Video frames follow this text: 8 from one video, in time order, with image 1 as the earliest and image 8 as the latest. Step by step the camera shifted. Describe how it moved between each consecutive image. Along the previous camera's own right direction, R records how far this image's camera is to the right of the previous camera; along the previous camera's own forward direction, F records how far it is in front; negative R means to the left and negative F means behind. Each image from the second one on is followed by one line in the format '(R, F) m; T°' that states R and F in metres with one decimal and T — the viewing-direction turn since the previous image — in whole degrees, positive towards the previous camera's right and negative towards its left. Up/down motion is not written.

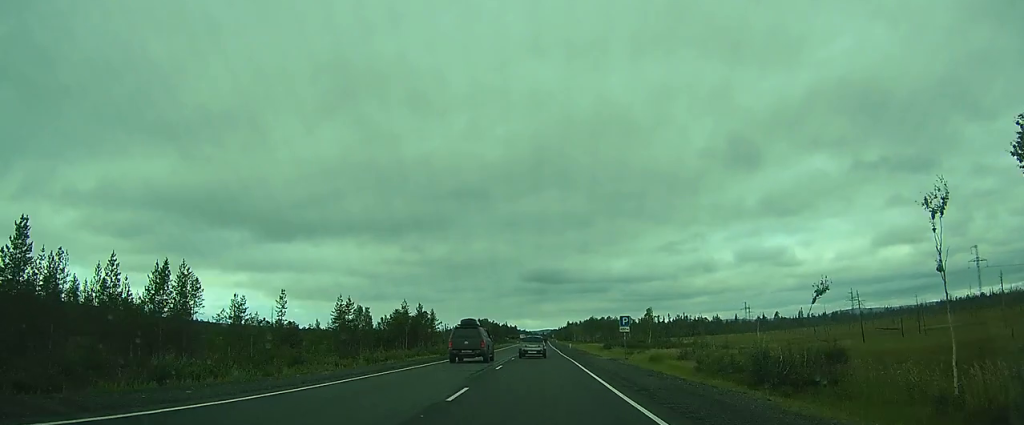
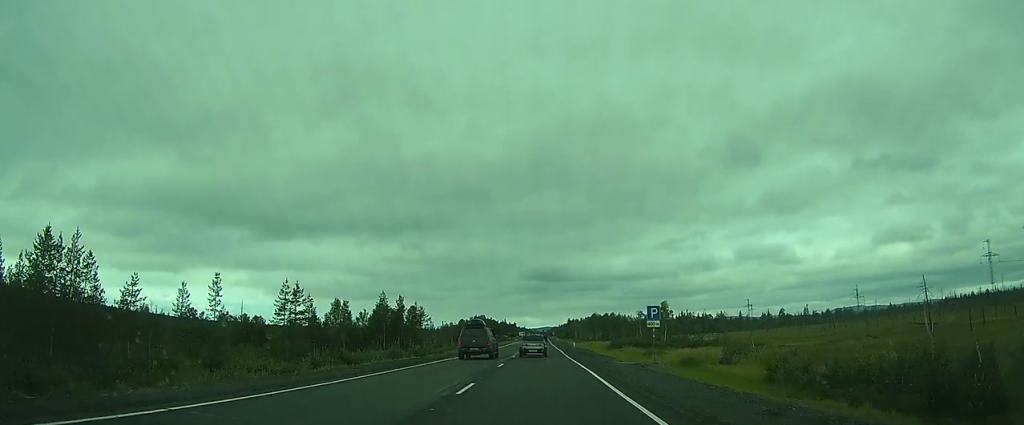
(+0.1, +9.8) m; -1°
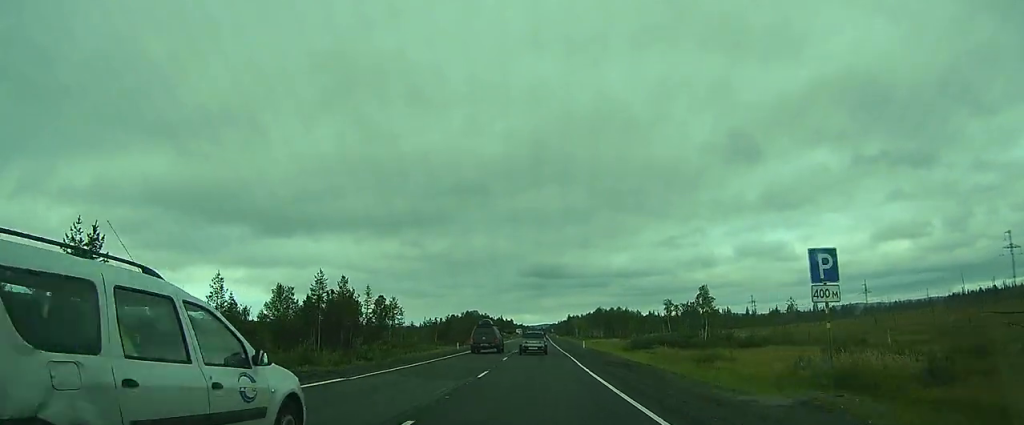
(-0.3, +17.7) m; 0°
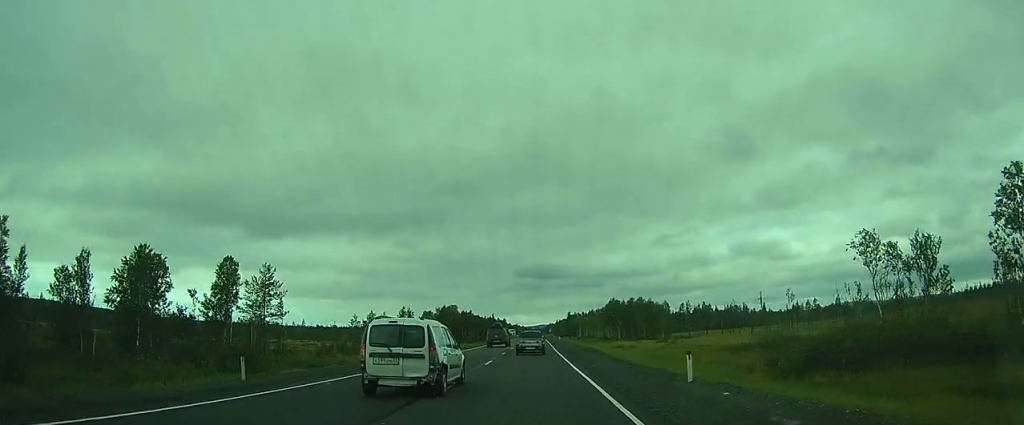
(0.0, +38.0) m; -1°
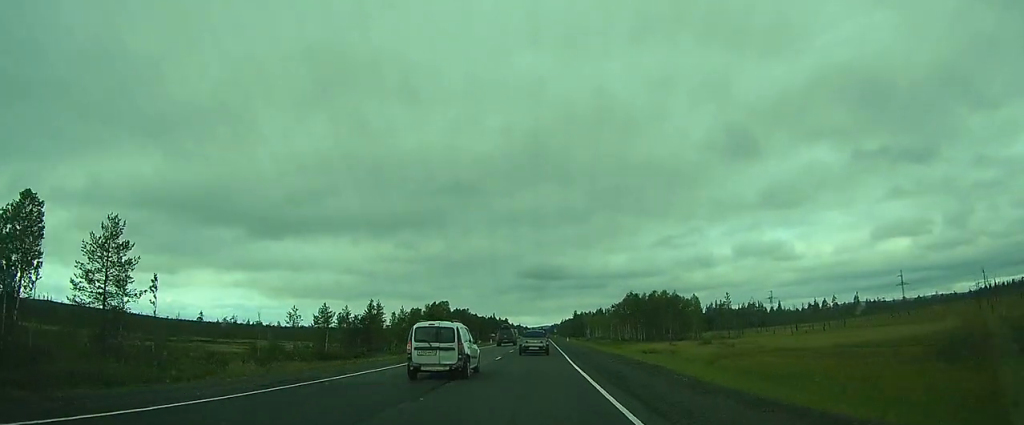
(-0.4, +18.7) m; -1°
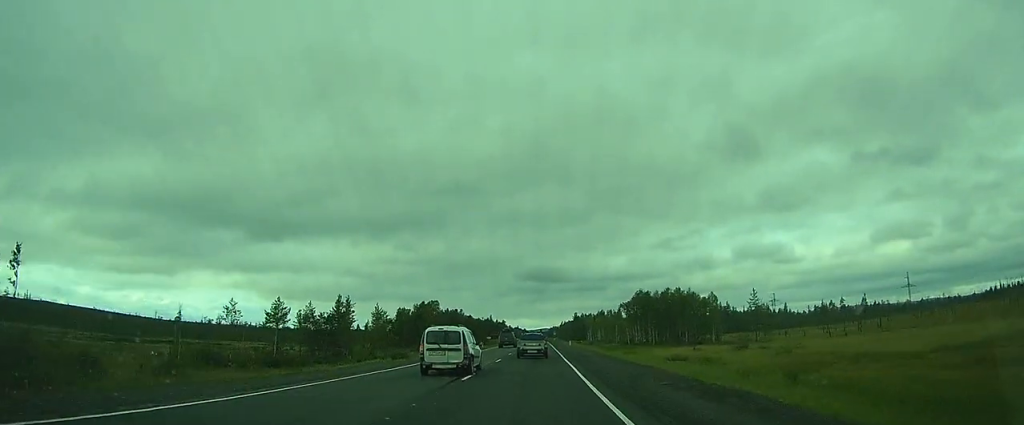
(+0.1, +10.8) m; 0°
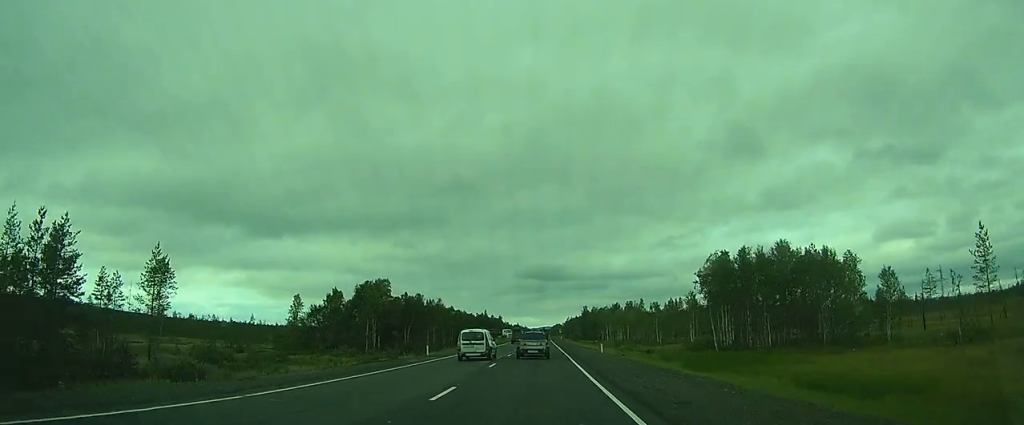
(-0.1, +38.6) m; 0°
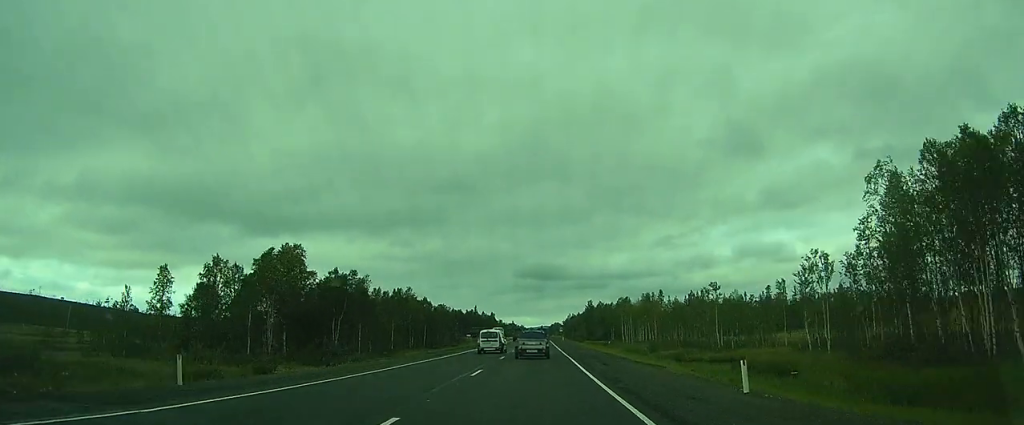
(+0.1, +27.6) m; 0°
